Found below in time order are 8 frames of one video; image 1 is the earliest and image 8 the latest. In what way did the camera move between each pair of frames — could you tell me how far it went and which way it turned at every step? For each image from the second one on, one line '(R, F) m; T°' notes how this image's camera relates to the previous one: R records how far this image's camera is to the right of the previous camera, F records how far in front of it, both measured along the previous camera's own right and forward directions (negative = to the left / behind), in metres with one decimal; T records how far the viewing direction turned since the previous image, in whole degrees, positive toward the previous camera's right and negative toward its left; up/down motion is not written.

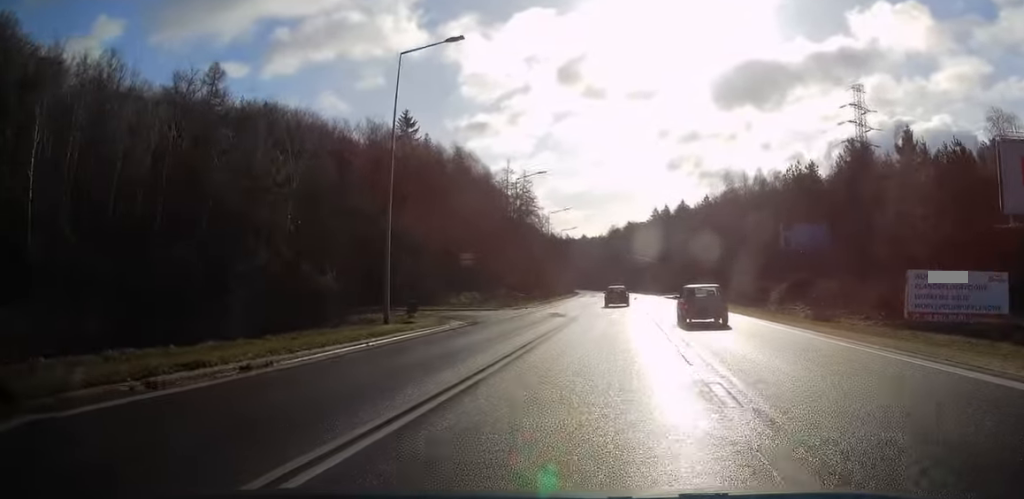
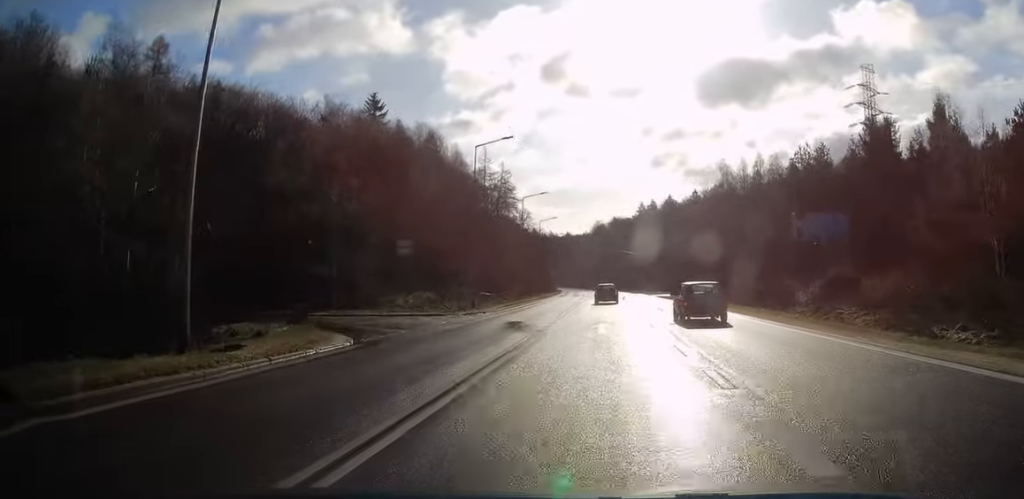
(0.0, +10.9) m; +1°
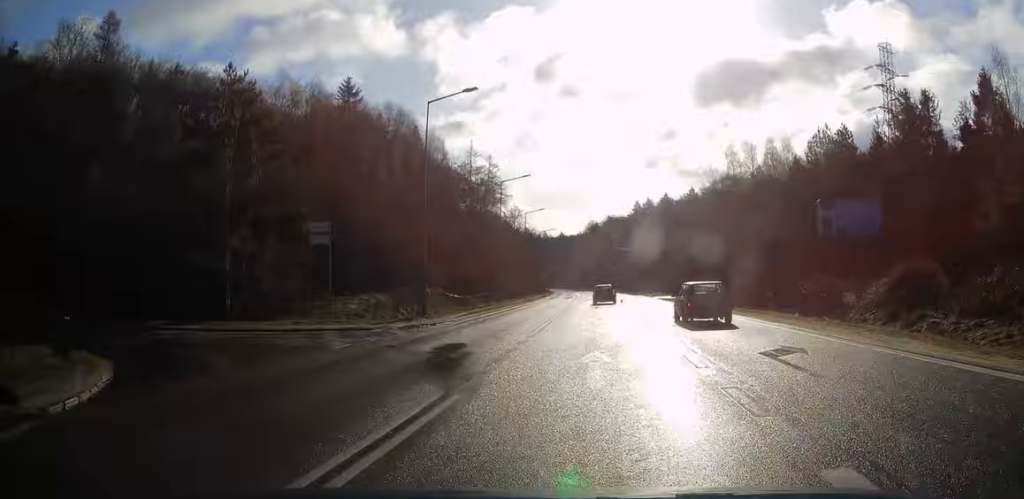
(-0.1, +9.9) m; +1°
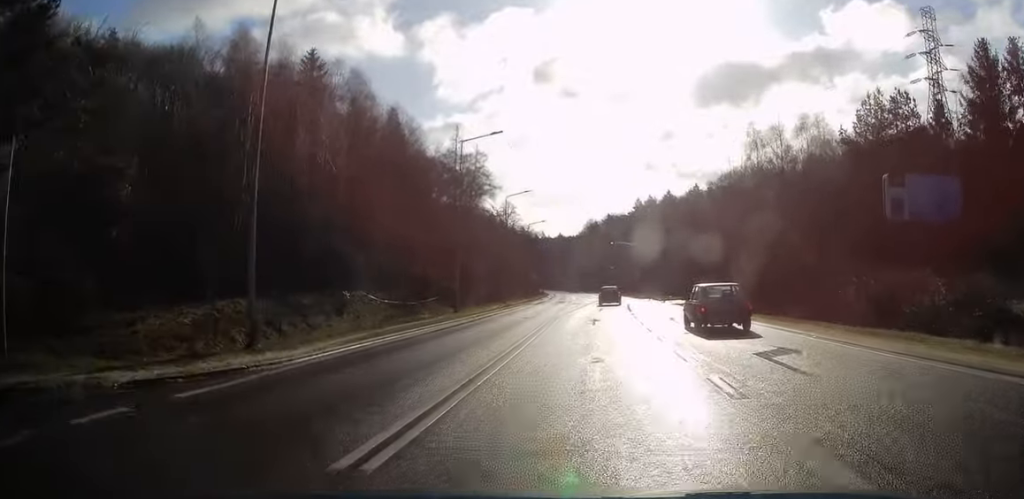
(+0.3, +14.8) m; +1°
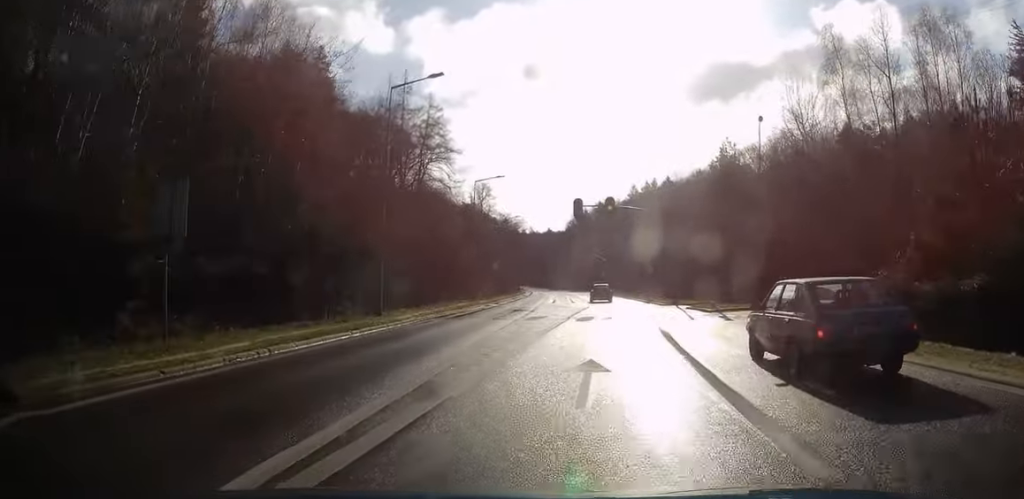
(+0.1, +31.9) m; 0°
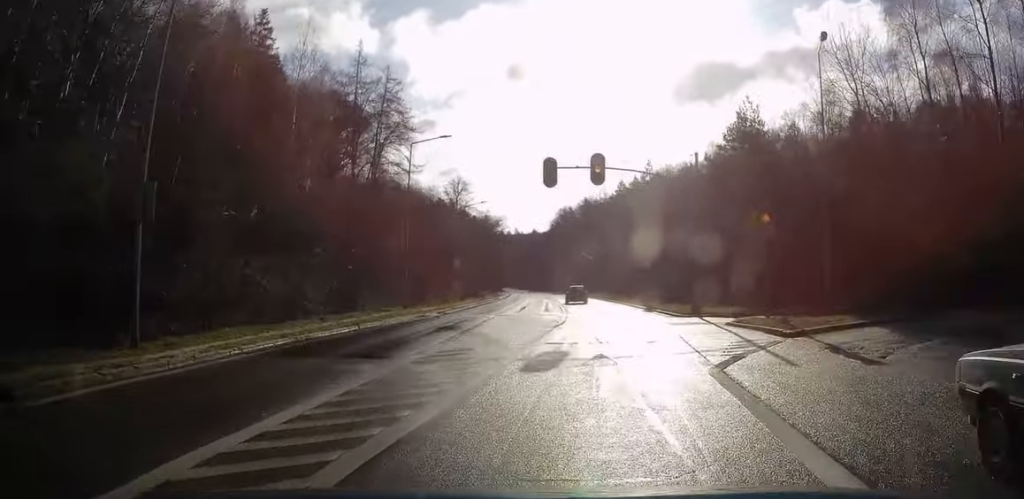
(-0.1, +14.6) m; +1°
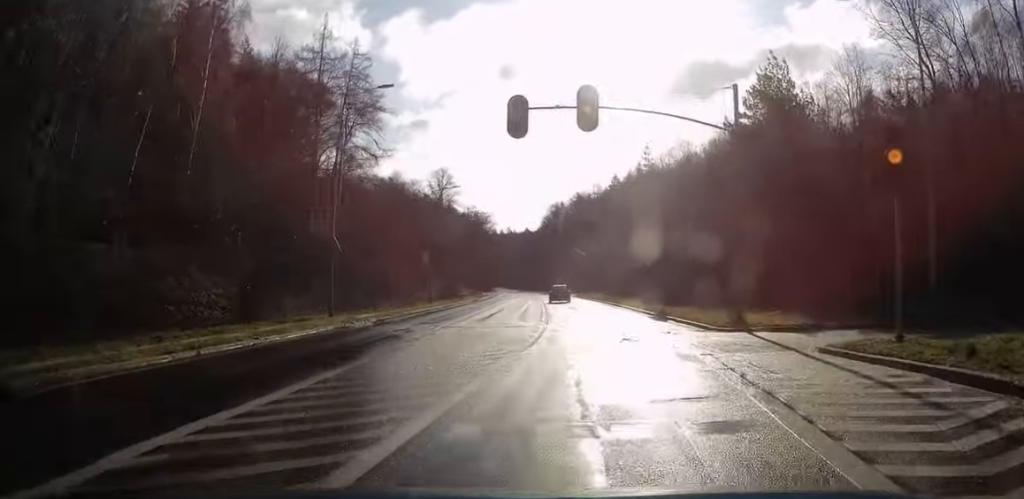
(+0.2, +9.8) m; 0°
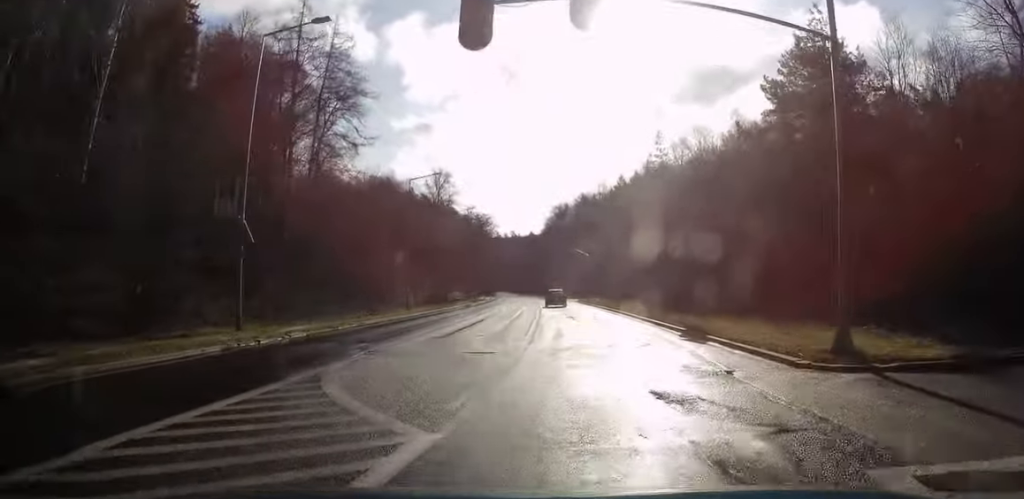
(+0.2, +7.9) m; 0°
